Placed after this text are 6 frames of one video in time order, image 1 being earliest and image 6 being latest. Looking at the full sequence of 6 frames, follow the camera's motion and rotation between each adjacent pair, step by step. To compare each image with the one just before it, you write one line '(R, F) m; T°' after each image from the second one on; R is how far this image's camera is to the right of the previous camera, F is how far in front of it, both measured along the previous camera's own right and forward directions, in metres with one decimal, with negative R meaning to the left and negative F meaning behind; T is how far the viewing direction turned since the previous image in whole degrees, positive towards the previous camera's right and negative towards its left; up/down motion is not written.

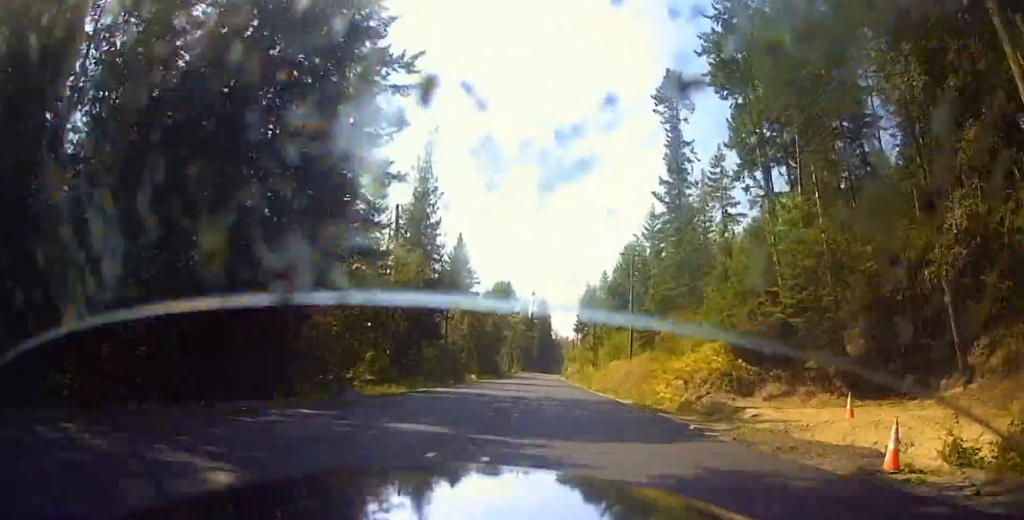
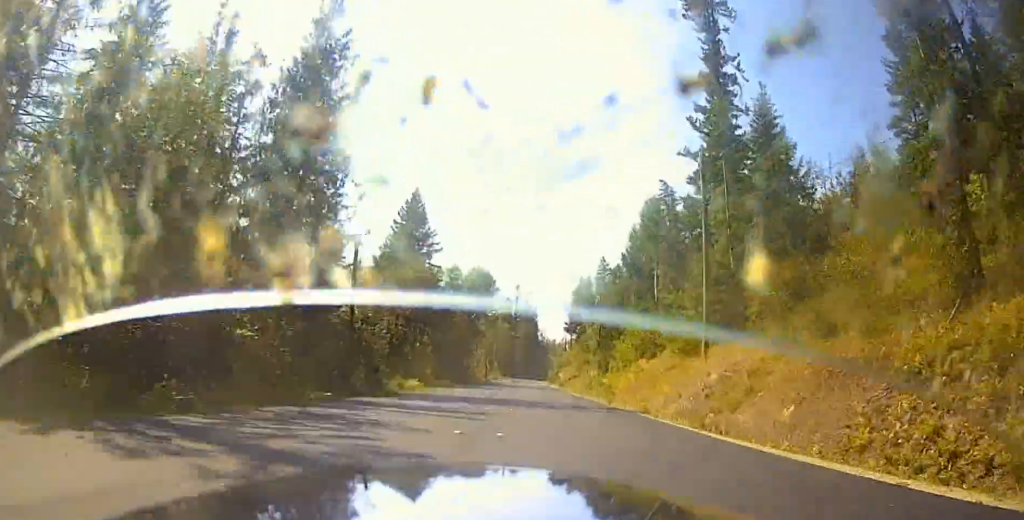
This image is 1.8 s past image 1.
(+0.6, +31.7) m; +2°
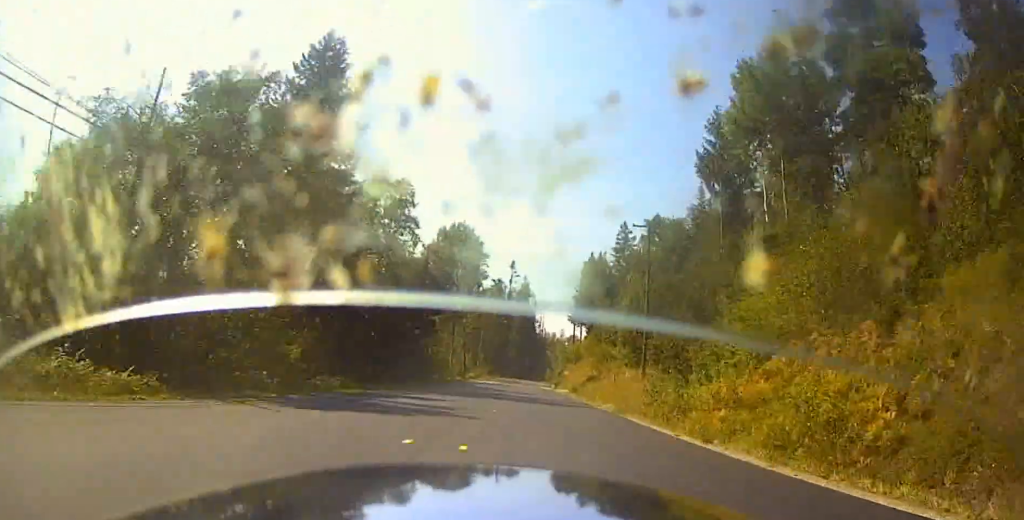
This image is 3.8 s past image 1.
(+0.6, +36.2) m; +2°
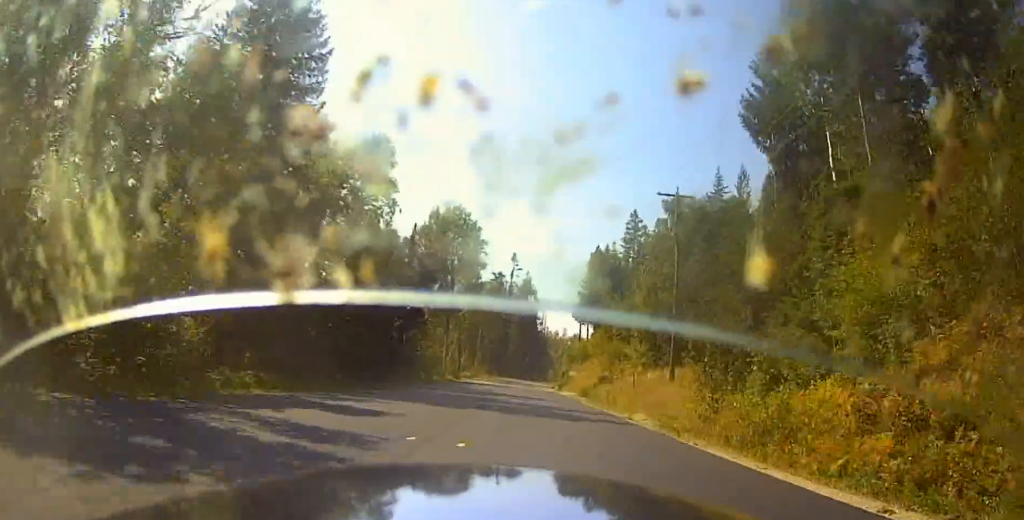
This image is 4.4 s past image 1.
(0.0, +9.3) m; 0°
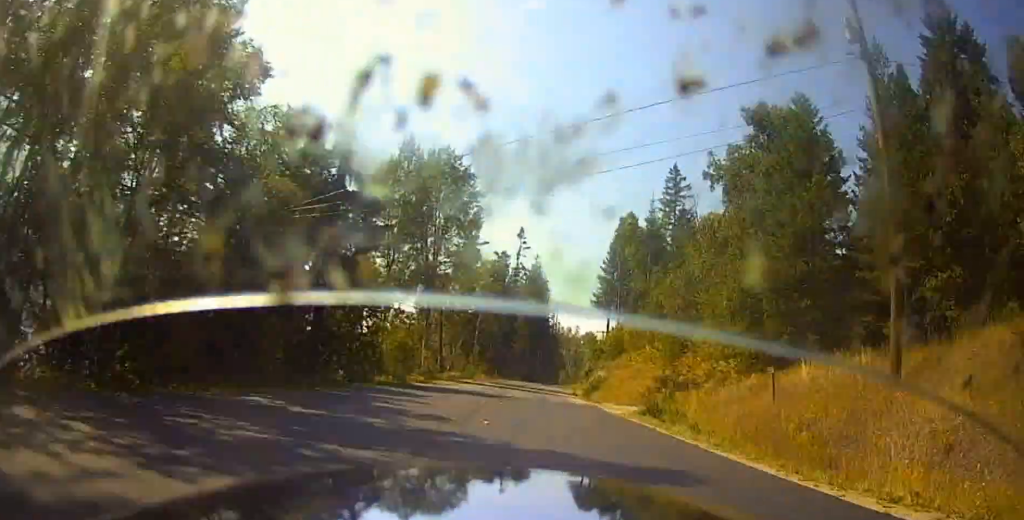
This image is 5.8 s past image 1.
(+0.2, +23.4) m; 0°
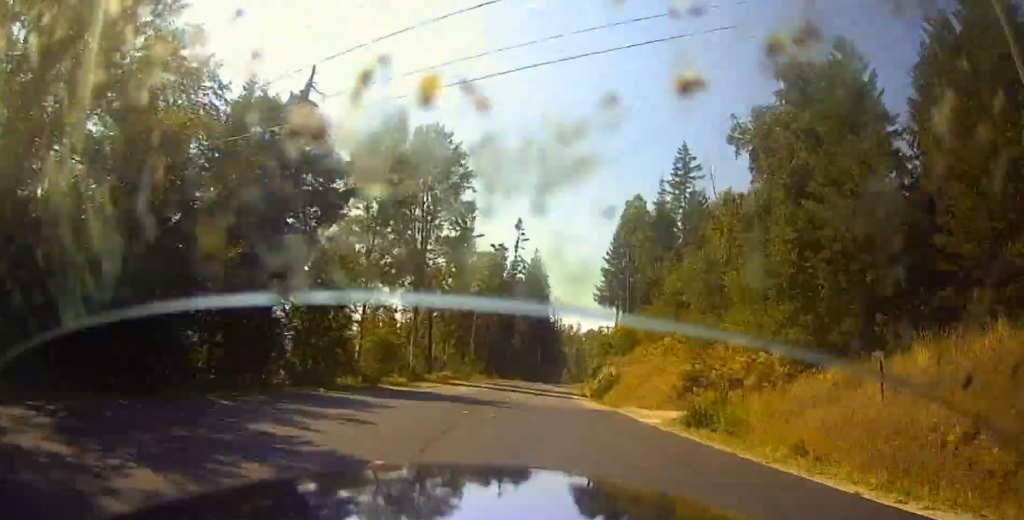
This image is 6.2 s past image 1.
(0.0, +6.5) m; 0°
